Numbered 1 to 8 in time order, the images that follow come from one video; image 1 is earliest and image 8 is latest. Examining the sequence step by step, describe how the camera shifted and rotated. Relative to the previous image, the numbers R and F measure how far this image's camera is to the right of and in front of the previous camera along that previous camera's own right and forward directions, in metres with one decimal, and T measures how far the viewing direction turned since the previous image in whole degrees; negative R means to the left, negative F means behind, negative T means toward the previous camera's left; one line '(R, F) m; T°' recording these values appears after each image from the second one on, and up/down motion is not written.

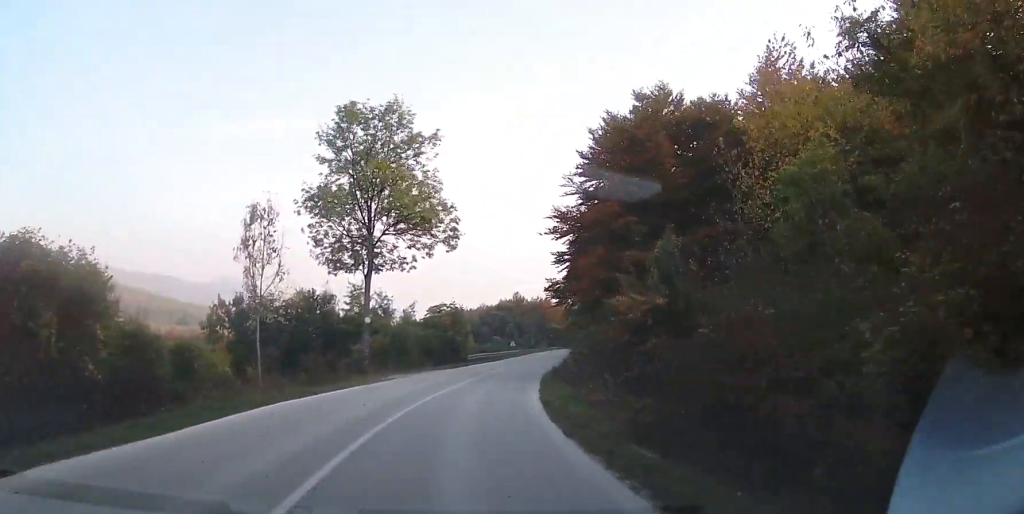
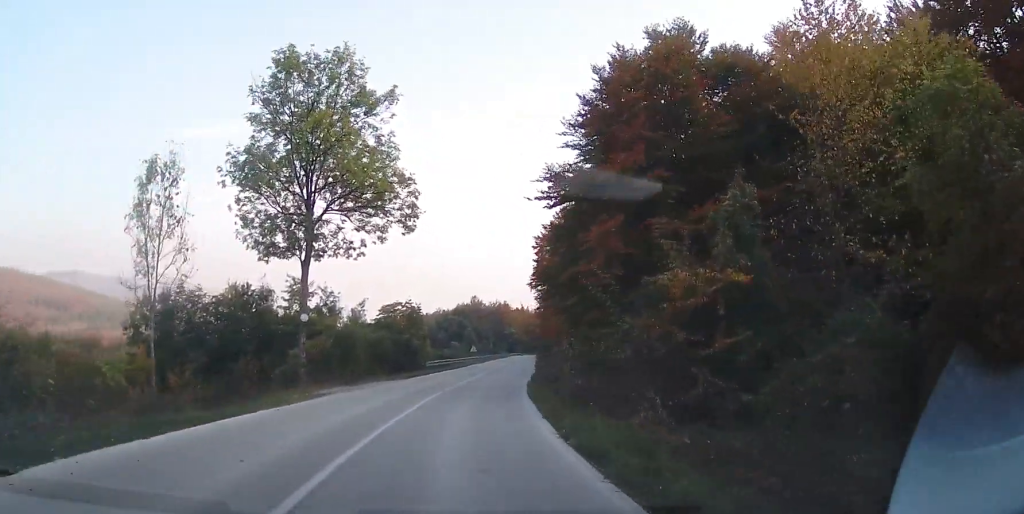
(+0.2, +7.2) m; +3°
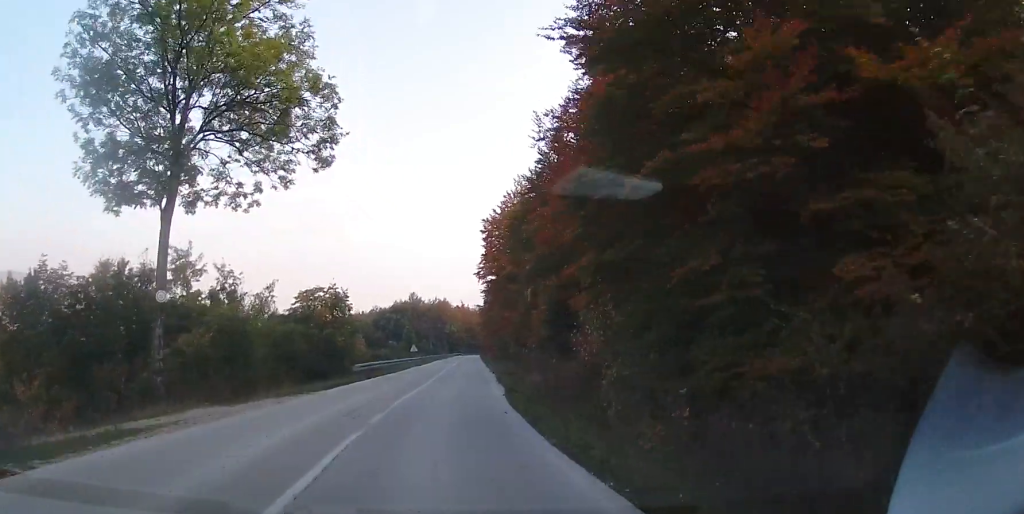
(+0.3, +10.8) m; +3°
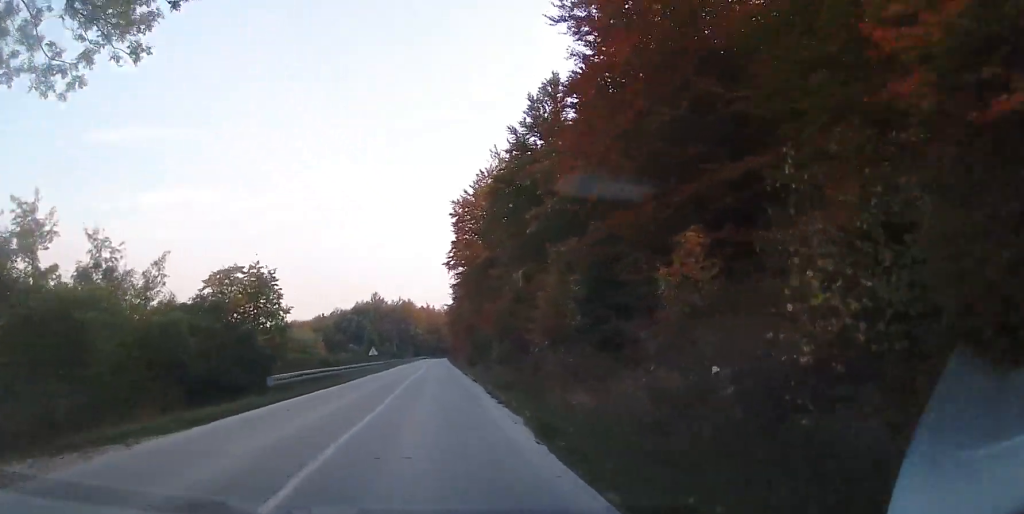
(+0.2, +10.3) m; +2°
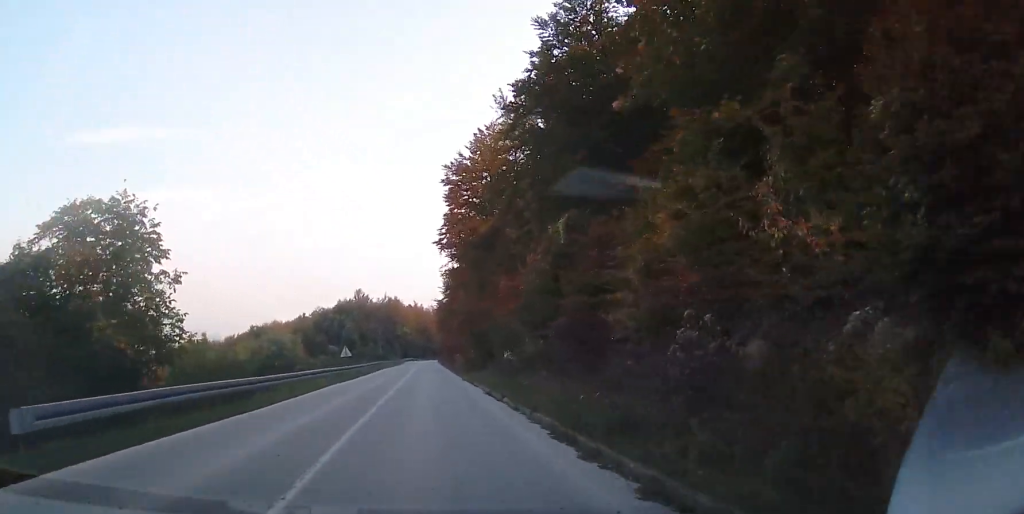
(+0.3, +11.7) m; +2°
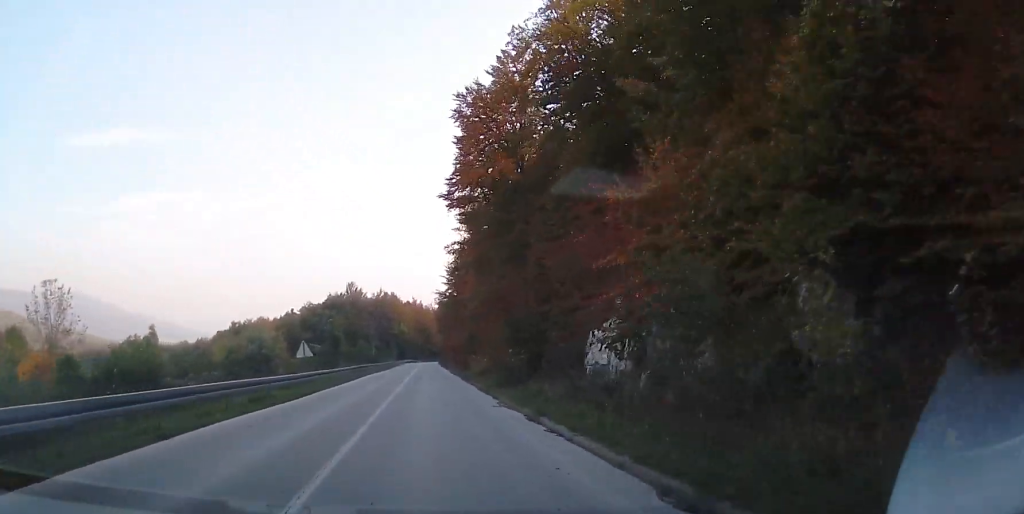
(+0.3, +15.0) m; +1°
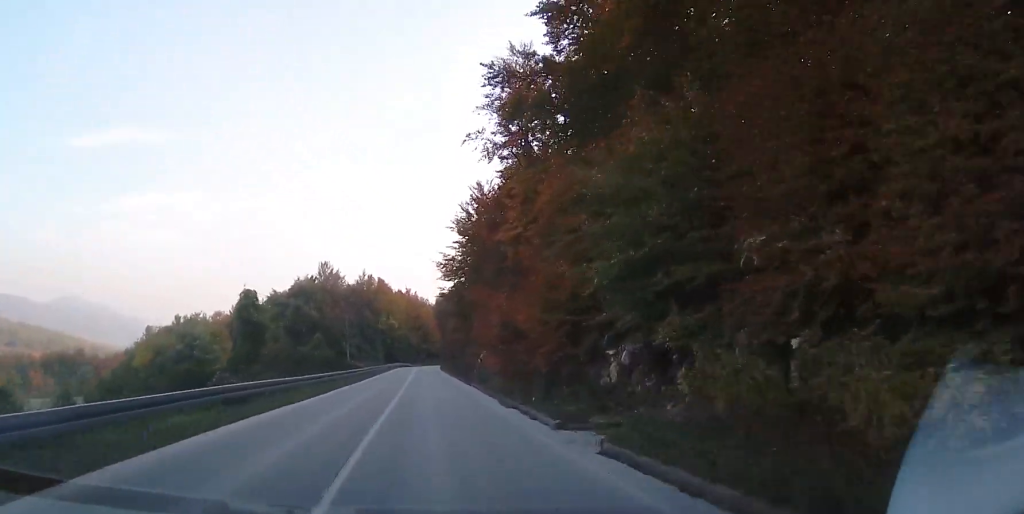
(-0.1, +32.0) m; 0°
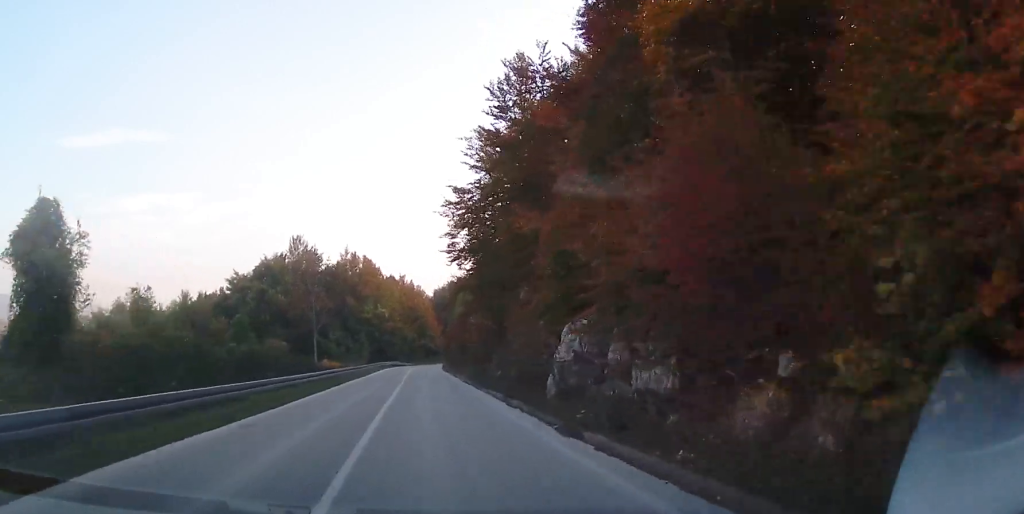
(0.0, +21.5) m; 0°
